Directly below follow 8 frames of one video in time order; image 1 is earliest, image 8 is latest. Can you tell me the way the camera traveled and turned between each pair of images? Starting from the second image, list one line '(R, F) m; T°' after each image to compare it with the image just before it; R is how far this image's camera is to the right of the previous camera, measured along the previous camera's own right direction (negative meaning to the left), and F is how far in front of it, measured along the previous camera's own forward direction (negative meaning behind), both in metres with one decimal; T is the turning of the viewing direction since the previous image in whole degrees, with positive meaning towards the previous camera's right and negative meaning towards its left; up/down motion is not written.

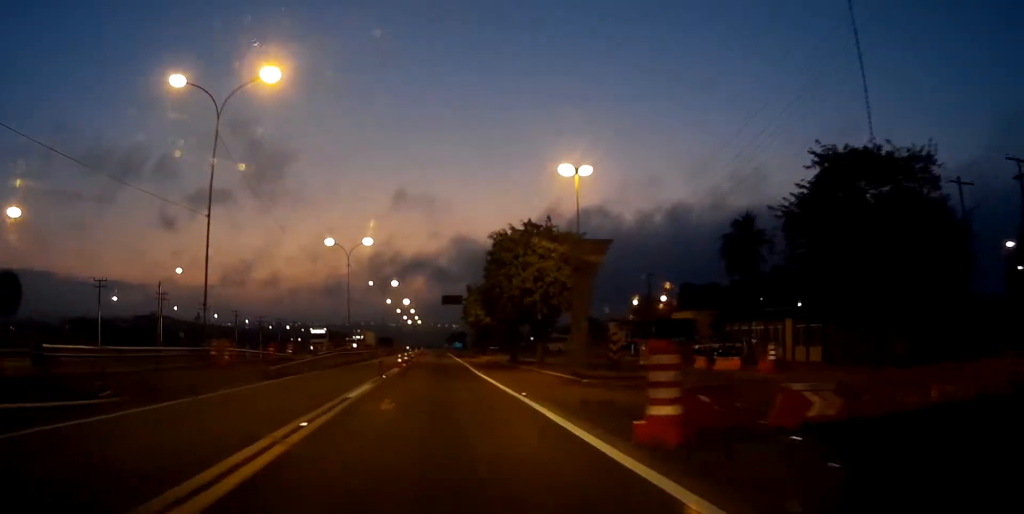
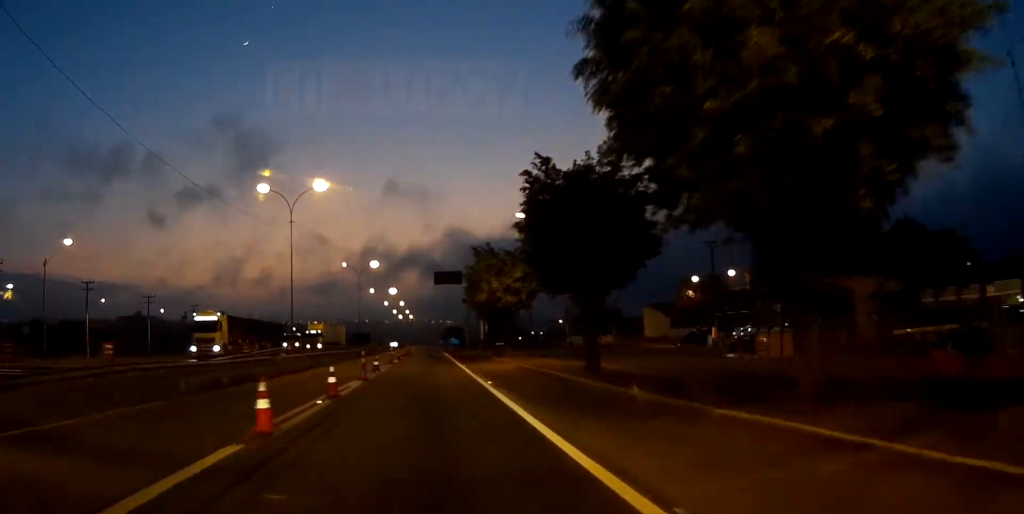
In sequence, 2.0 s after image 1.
(+0.1, +27.4) m; 0°
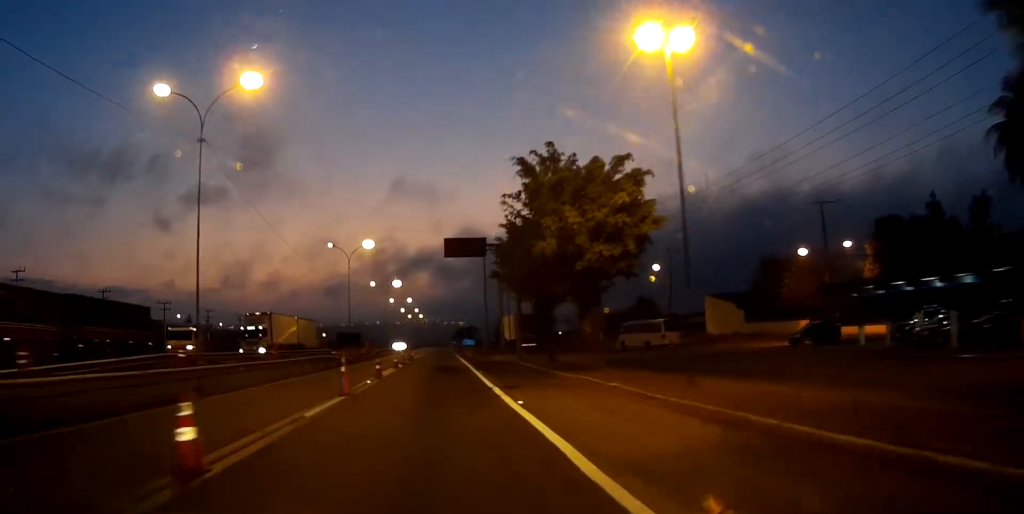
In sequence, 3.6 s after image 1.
(-0.1, +22.6) m; -1°
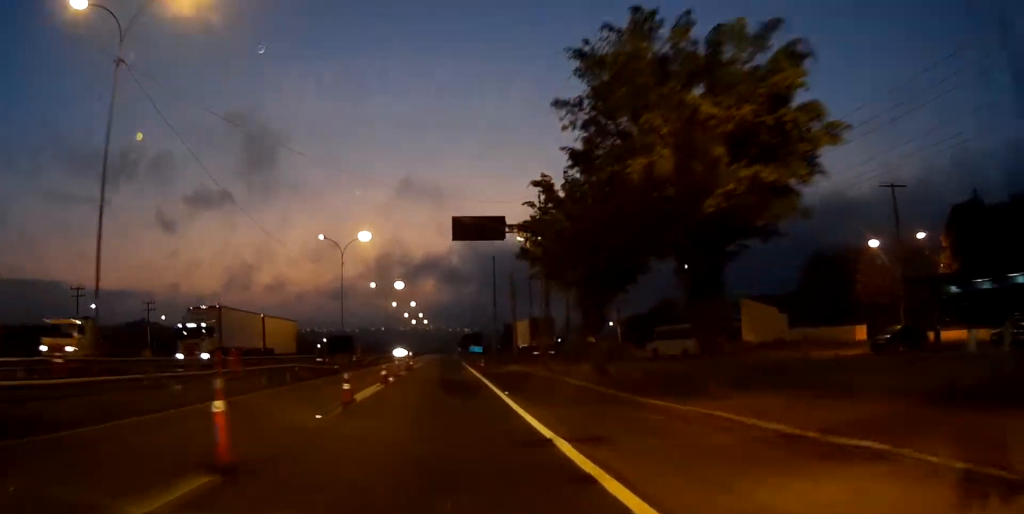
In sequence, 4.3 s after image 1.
(-0.1, +10.0) m; 0°
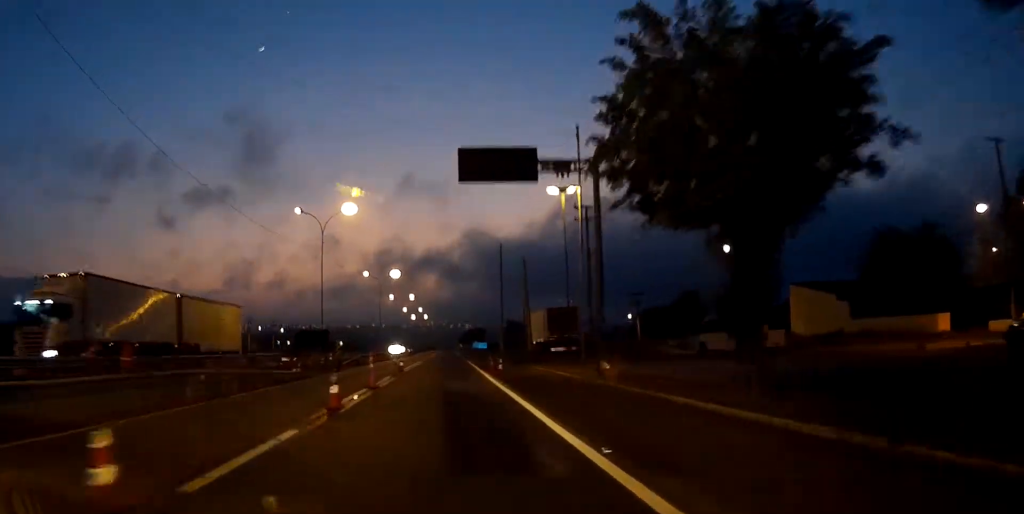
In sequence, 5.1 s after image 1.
(0.0, +12.1) m; 0°
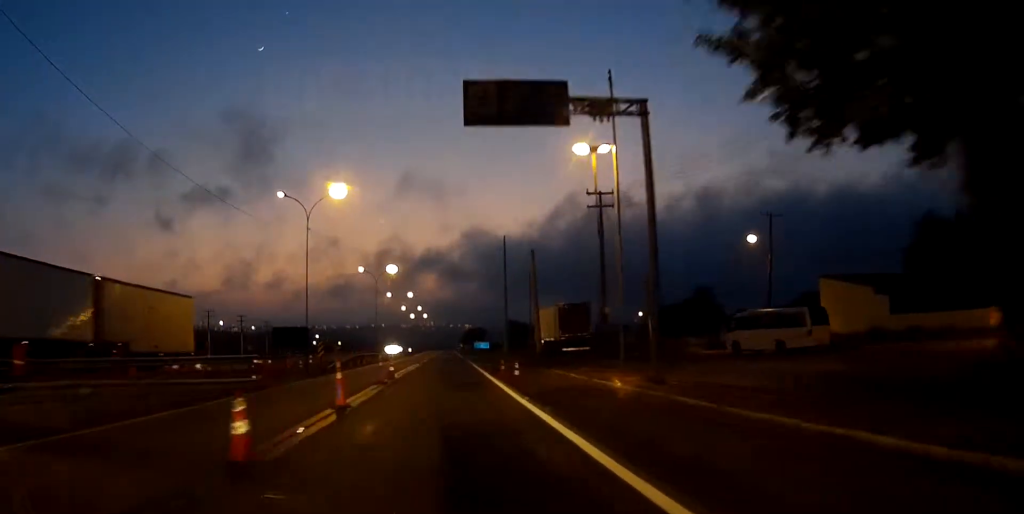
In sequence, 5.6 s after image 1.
(0.0, +6.4) m; 0°
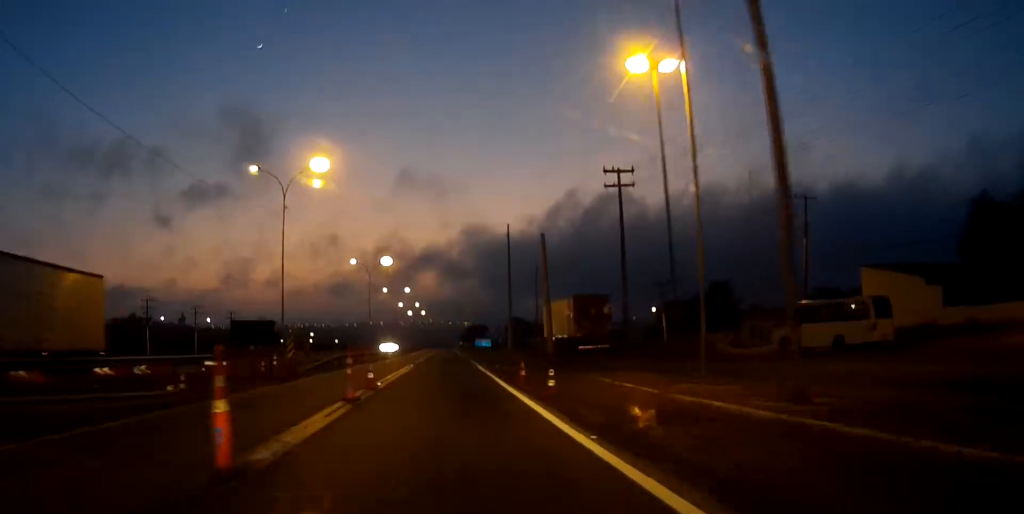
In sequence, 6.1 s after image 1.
(+0.1, +7.6) m; 0°
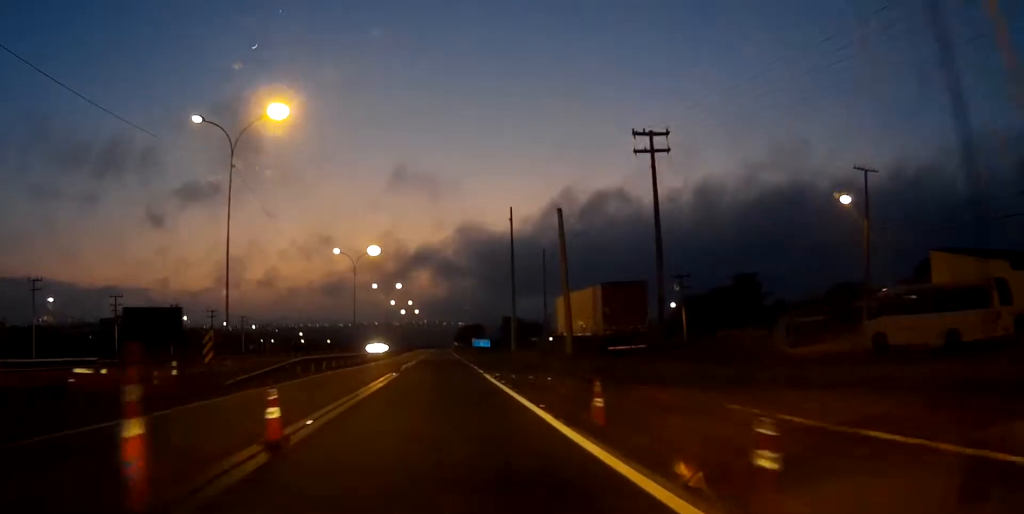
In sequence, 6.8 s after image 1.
(0.0, +10.7) m; 0°
